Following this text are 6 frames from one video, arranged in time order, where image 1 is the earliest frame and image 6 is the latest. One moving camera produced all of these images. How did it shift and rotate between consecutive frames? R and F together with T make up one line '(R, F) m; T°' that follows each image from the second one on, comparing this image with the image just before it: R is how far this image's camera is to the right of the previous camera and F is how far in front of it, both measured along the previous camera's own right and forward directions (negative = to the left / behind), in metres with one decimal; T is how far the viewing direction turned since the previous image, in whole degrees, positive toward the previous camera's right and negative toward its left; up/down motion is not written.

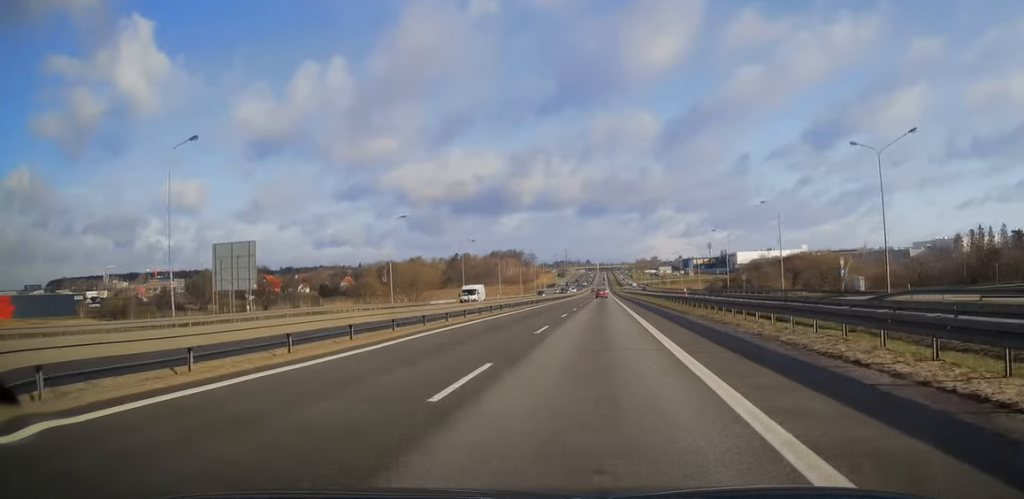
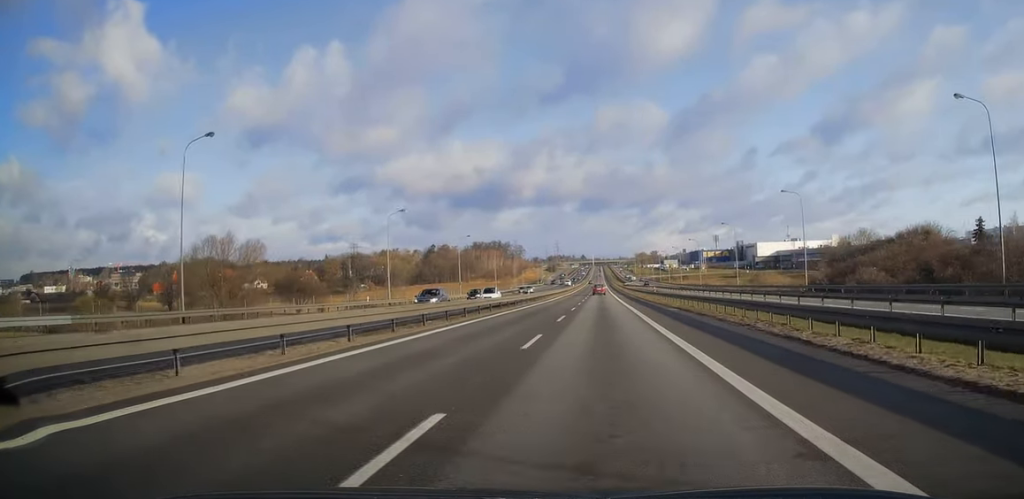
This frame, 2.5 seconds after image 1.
(-0.2, +76.9) m; 0°
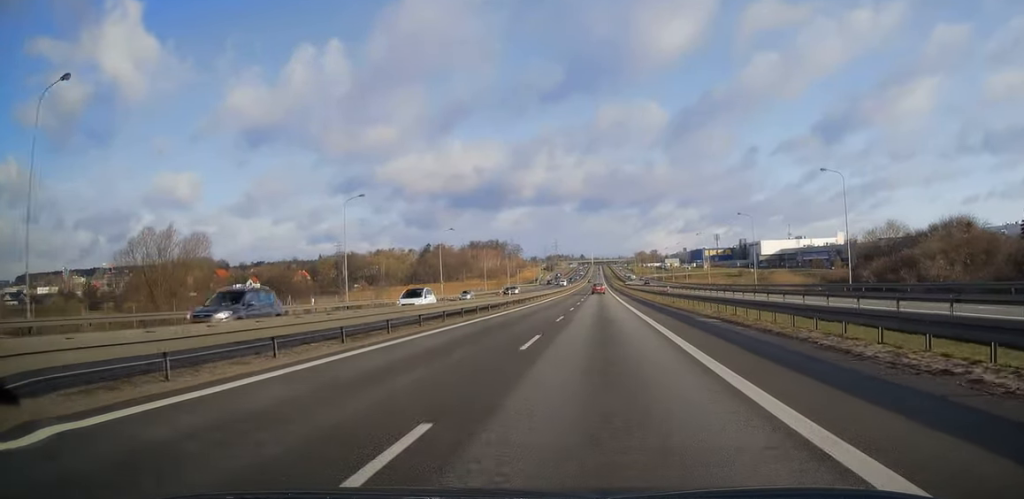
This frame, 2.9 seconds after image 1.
(0.0, +12.4) m; 0°
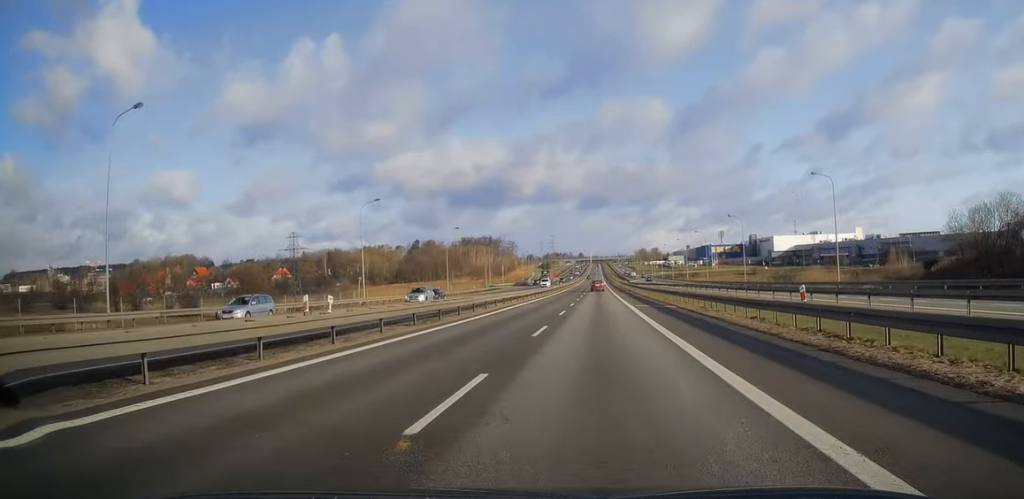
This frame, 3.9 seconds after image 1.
(+0.1, +32.5) m; 0°
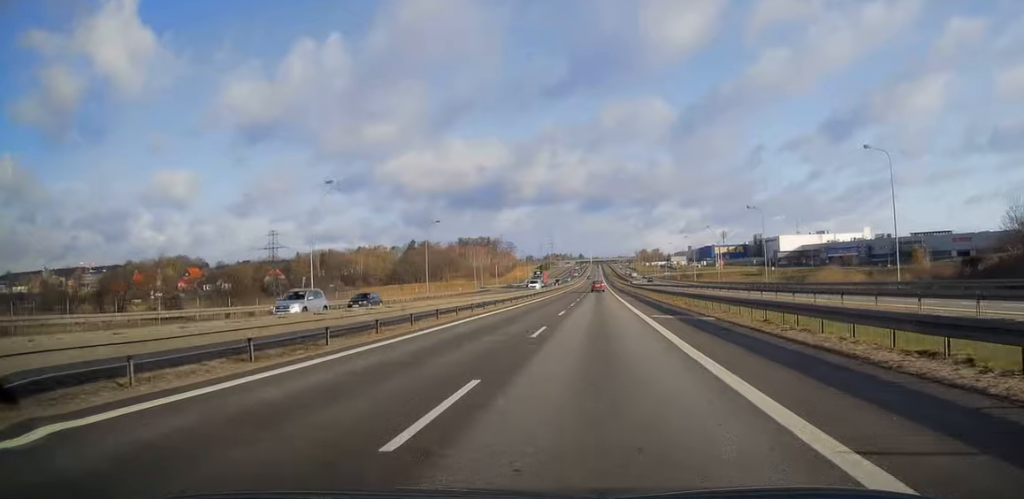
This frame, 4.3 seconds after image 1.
(-0.1, +12.4) m; 0°
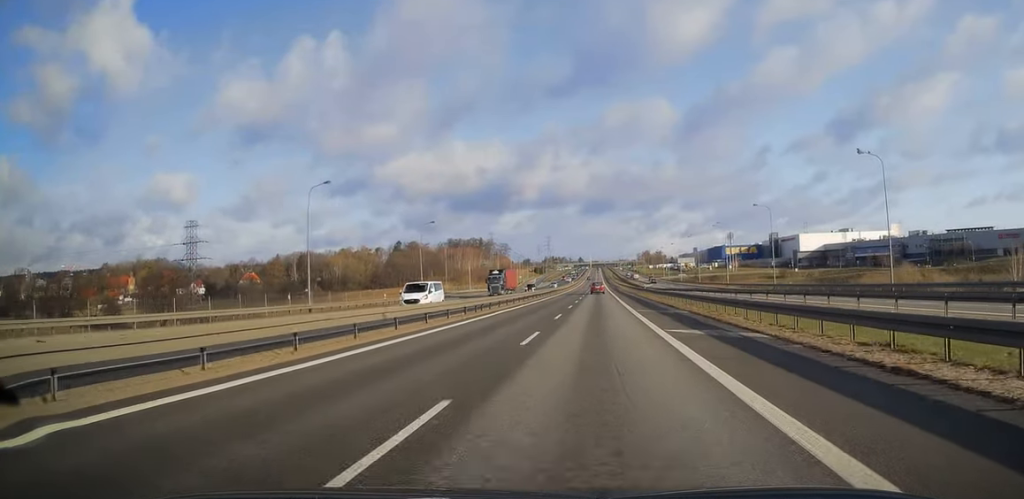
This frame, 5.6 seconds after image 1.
(0.0, +37.6) m; 0°
